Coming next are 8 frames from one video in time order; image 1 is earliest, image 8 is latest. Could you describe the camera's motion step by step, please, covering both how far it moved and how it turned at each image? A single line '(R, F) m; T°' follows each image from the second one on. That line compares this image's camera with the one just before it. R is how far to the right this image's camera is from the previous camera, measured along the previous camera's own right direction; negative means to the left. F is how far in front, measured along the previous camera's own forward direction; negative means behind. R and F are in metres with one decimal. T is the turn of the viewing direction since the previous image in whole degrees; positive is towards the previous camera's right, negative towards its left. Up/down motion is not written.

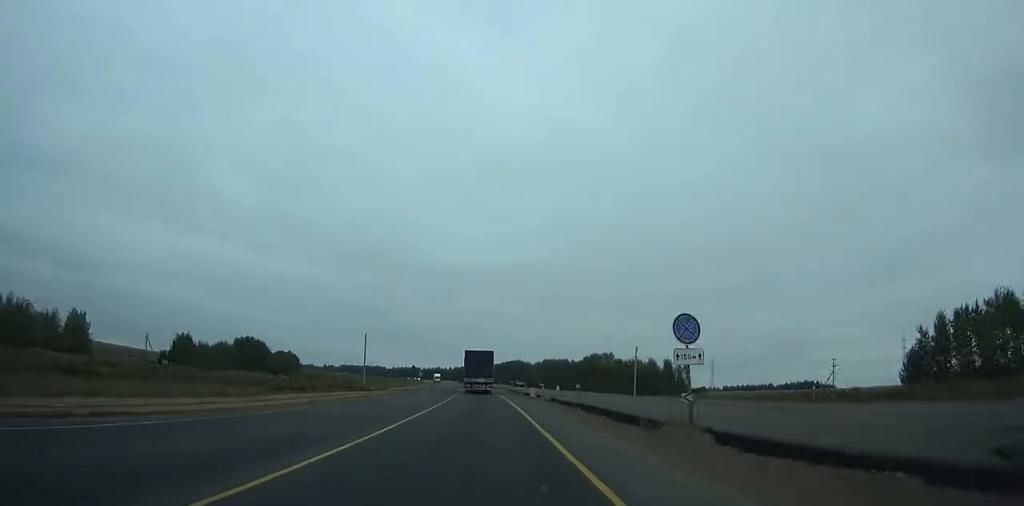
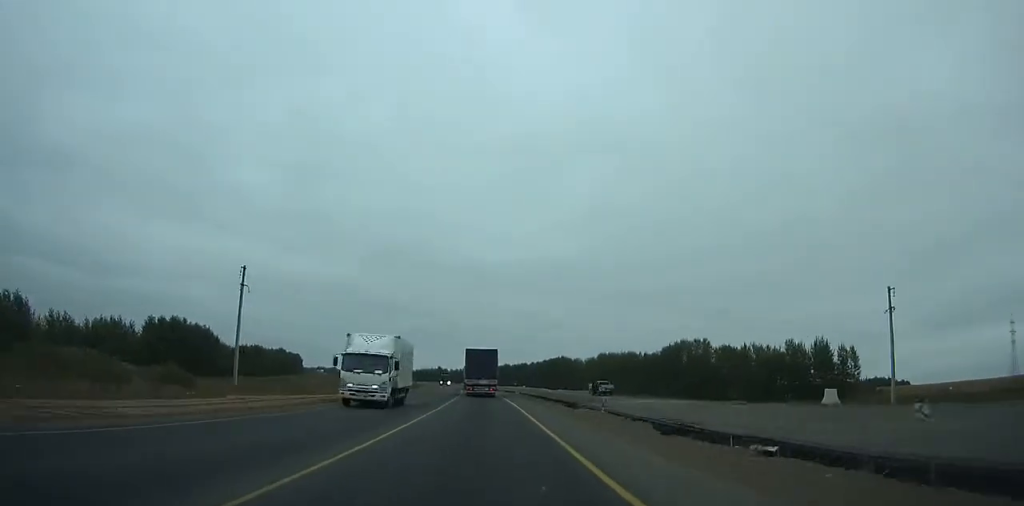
(-2.2, +84.8) m; -4°
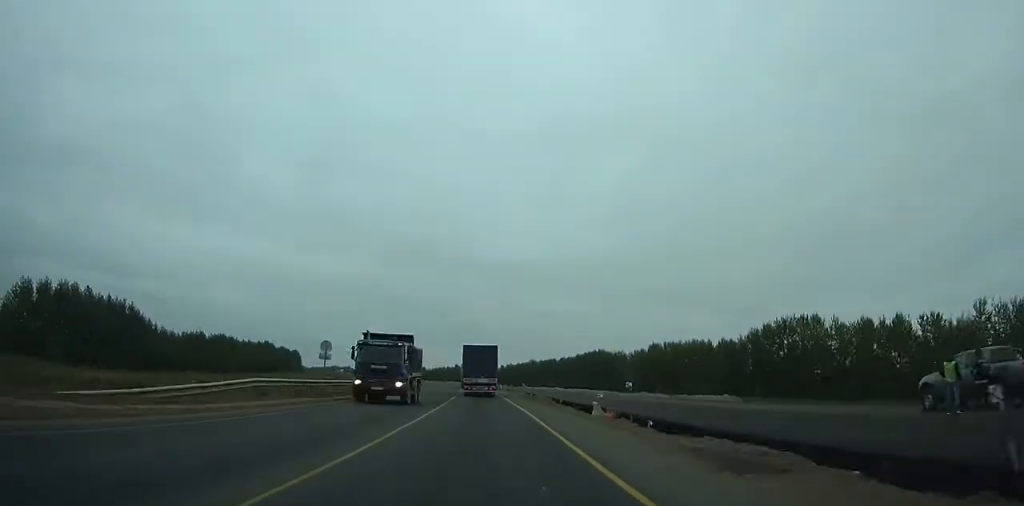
(-1.5, +55.8) m; -3°
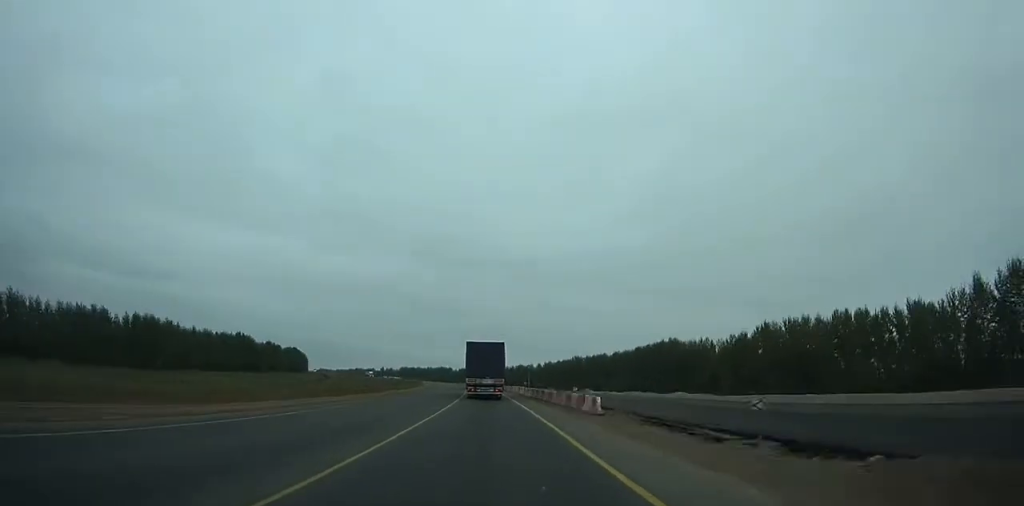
(-1.9, +67.1) m; -3°
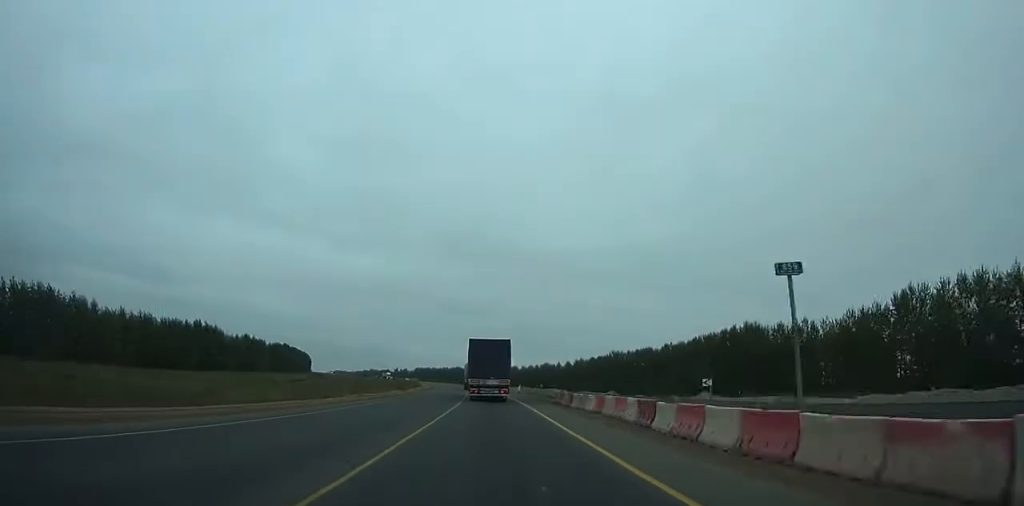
(-0.7, +48.8) m; -2°
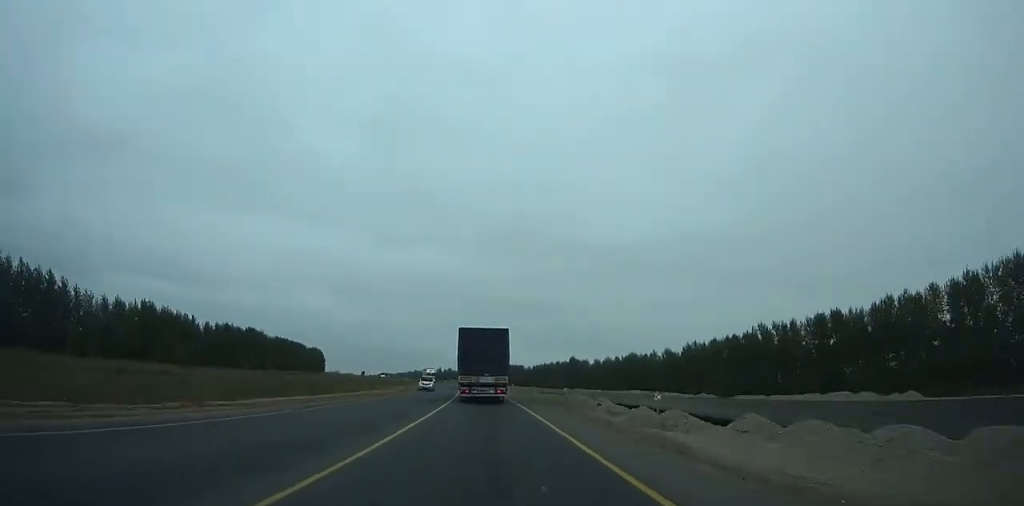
(-3.4, +104.3) m; -5°
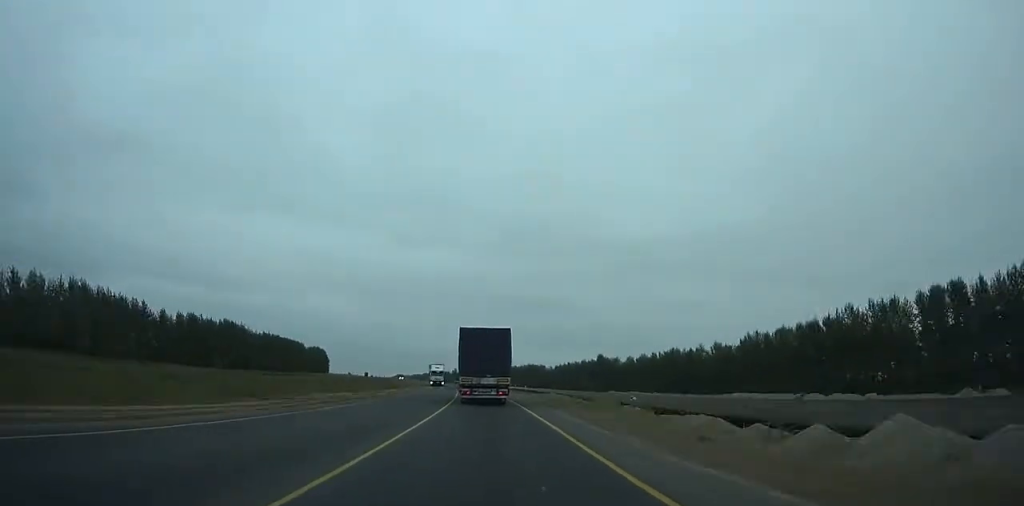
(-1.0, +34.4) m; -2°
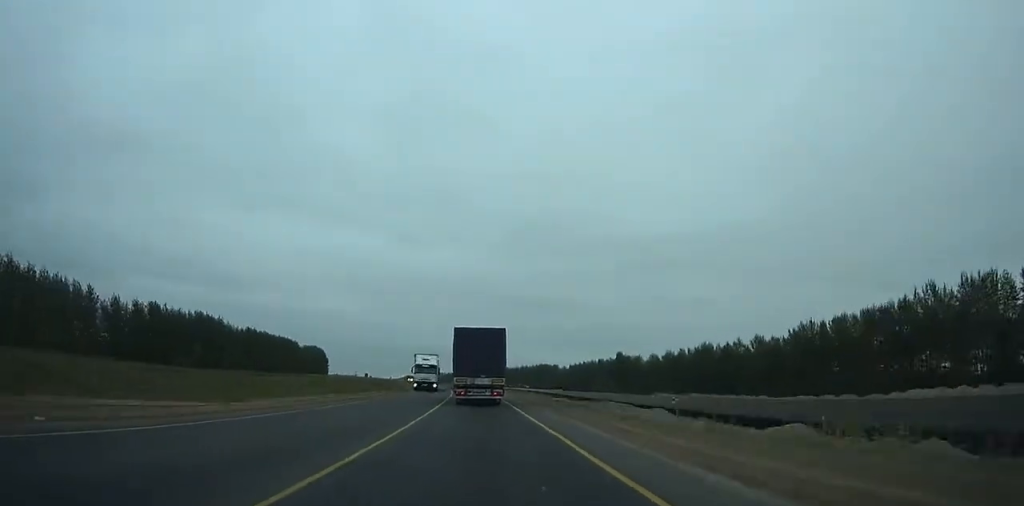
(-0.2, +24.8) m; -2°
